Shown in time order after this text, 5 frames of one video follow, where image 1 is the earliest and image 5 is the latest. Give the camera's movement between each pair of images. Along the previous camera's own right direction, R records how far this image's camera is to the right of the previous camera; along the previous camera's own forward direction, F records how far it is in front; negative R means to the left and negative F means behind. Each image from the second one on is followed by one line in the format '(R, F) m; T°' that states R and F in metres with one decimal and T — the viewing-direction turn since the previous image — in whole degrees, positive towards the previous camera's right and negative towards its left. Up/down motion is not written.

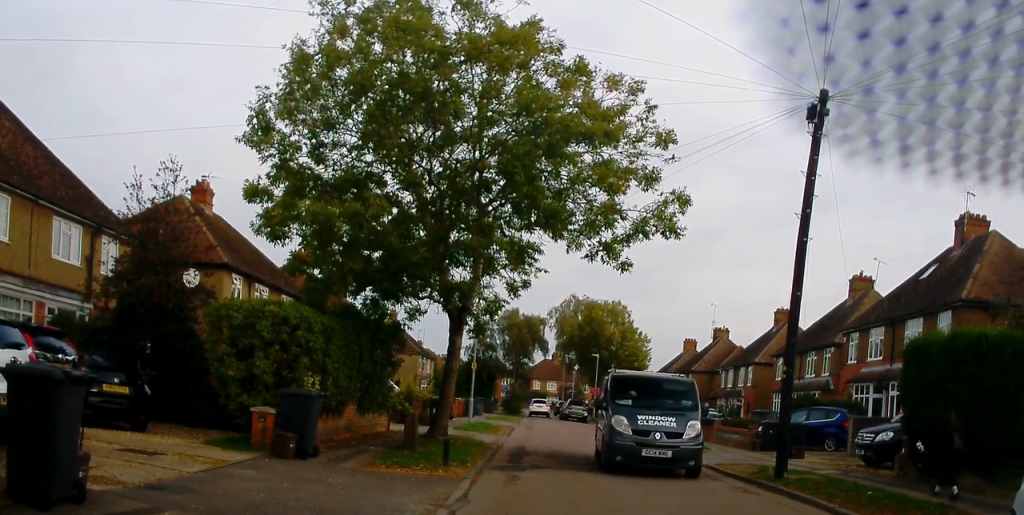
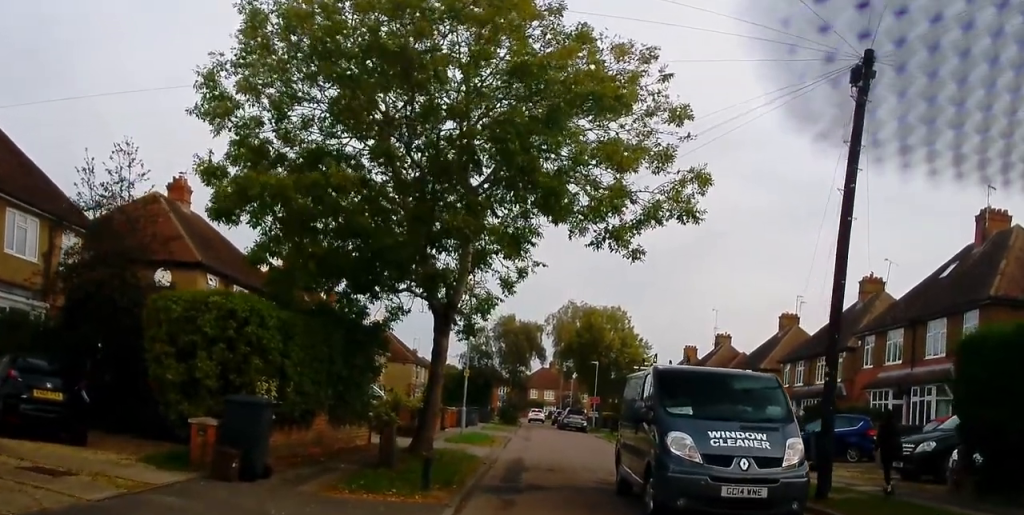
(-0.1, +1.3) m; +1°
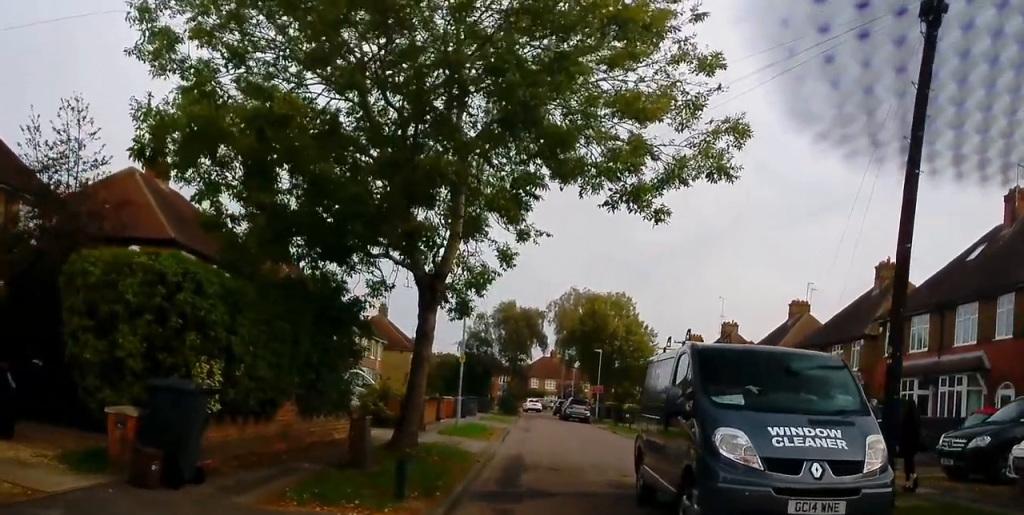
(0.0, +1.7) m; +5°
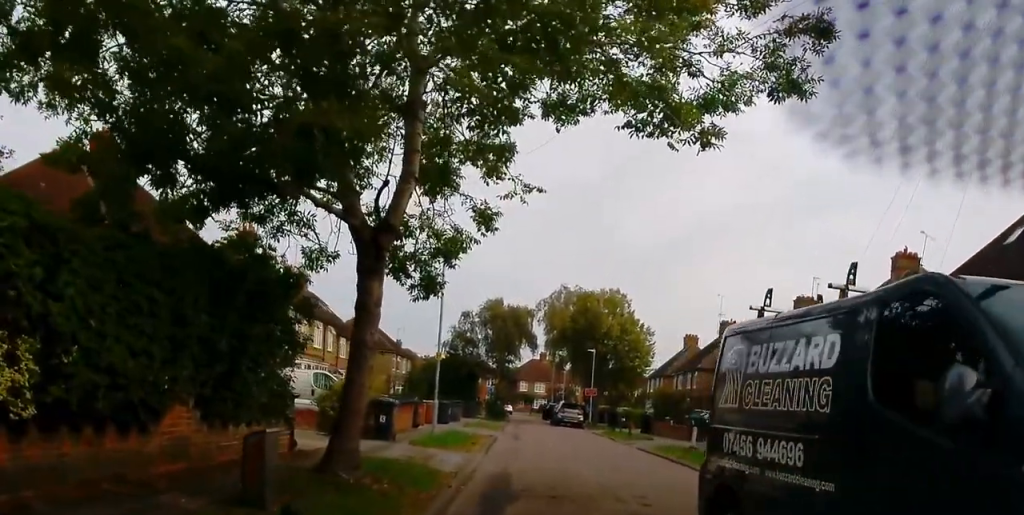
(0.0, +3.5) m; -7°
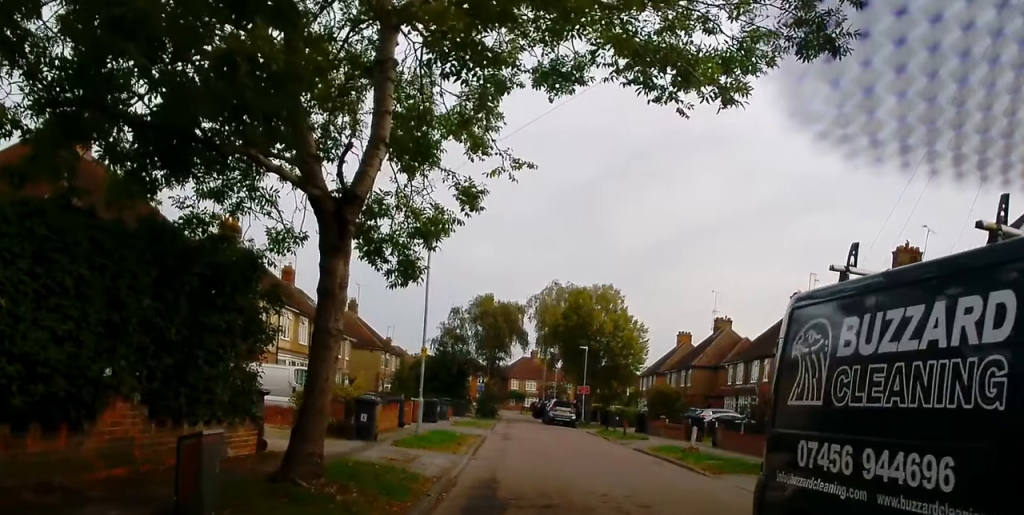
(-0.1, +1.2) m; -4°
